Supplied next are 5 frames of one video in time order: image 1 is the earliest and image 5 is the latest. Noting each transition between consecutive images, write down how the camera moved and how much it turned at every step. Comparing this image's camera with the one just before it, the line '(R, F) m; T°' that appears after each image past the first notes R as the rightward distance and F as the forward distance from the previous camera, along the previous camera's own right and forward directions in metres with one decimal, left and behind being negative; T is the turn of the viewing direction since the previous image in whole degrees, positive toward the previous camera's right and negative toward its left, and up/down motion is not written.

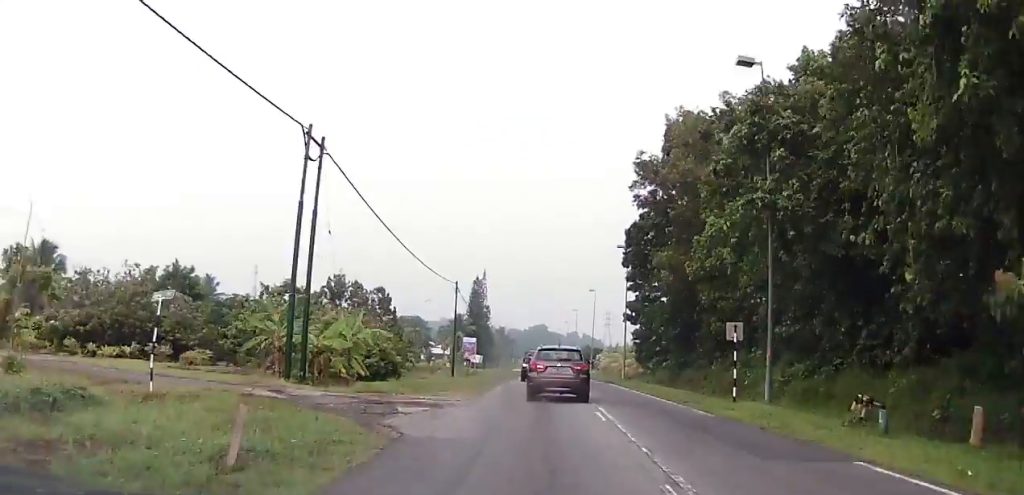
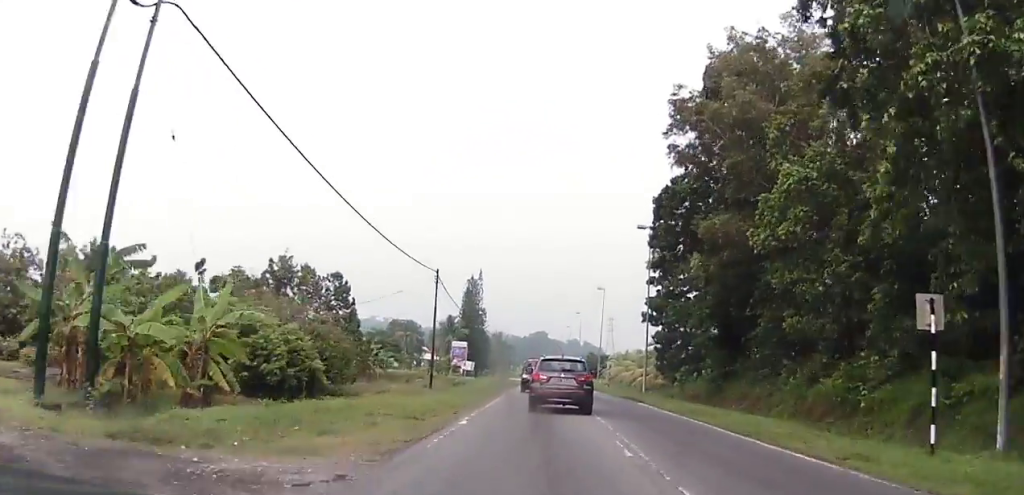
(-0.2, +12.7) m; +1°
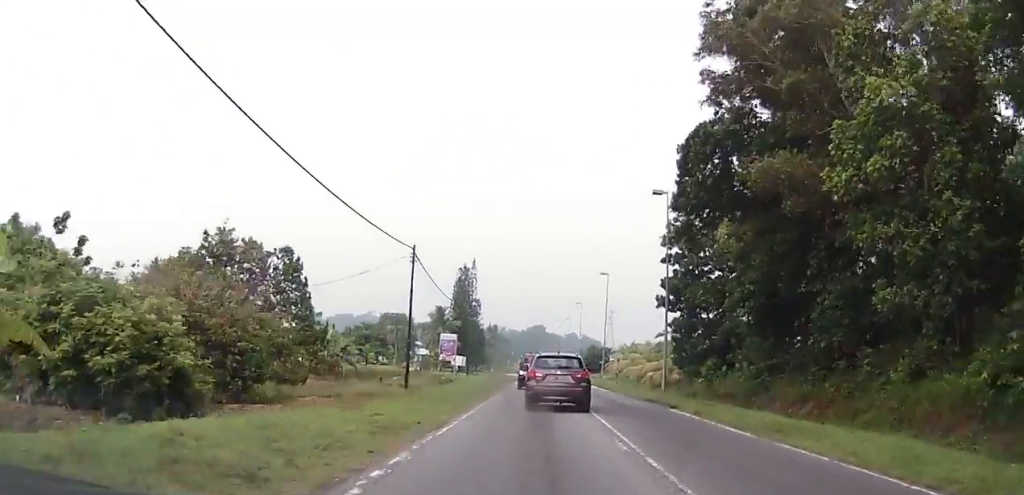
(+0.3, +8.7) m; +1°
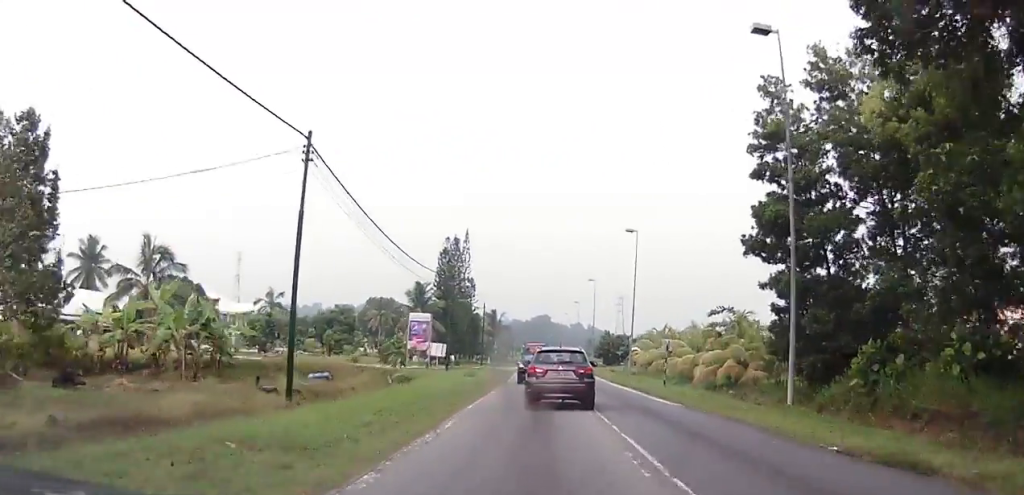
(-0.1, +21.0) m; -1°
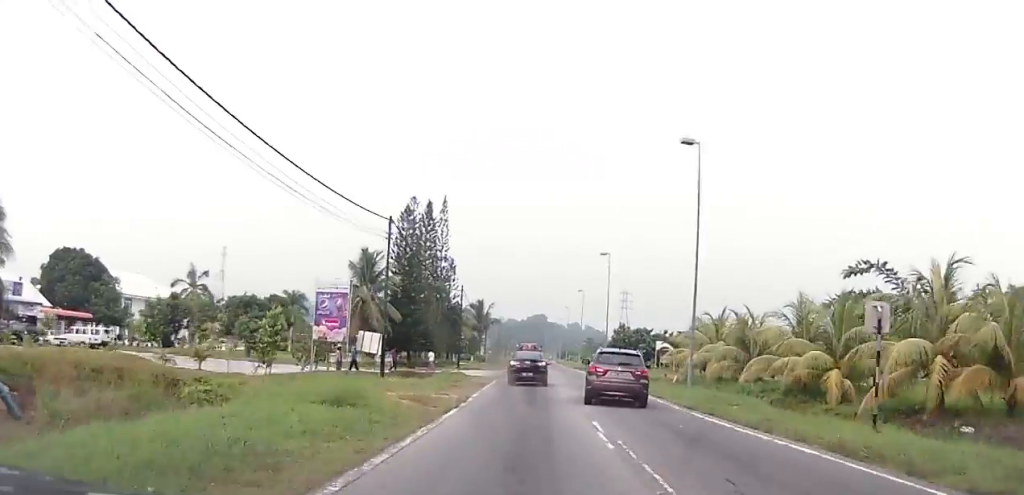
(-0.1, +24.4) m; 0°
